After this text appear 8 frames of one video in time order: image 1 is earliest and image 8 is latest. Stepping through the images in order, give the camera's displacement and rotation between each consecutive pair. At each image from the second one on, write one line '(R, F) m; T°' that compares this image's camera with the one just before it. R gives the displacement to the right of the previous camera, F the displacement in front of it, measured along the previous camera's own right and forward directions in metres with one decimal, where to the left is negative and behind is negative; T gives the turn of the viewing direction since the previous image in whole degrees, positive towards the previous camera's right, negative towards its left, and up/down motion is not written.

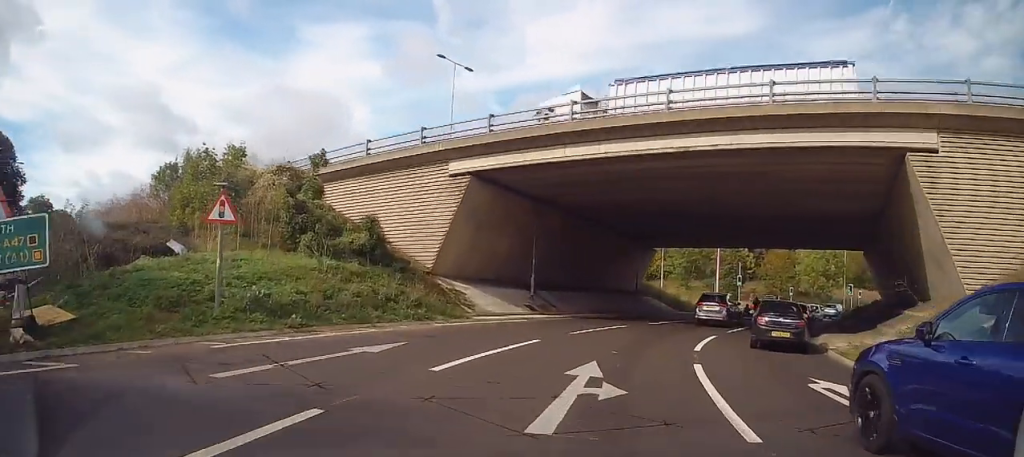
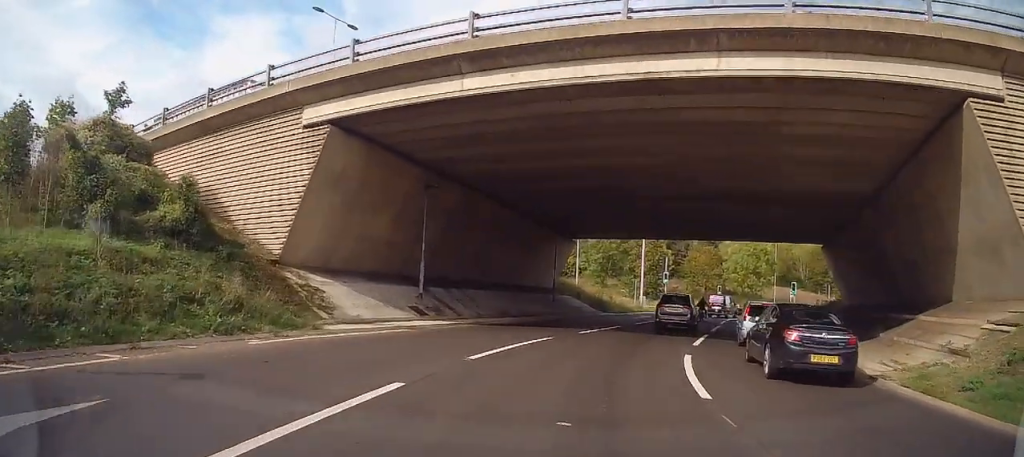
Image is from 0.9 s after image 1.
(+0.6, +6.6) m; +9°
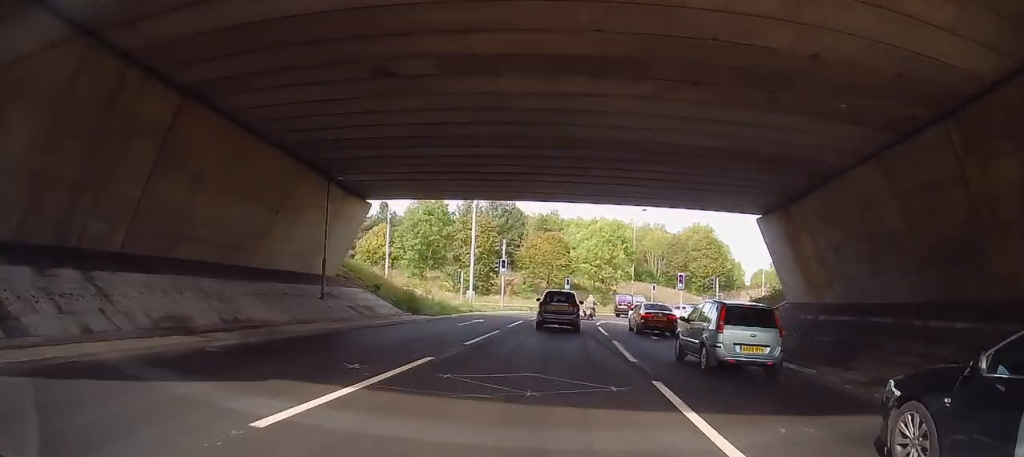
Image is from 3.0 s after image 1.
(+1.7, +14.0) m; +7°
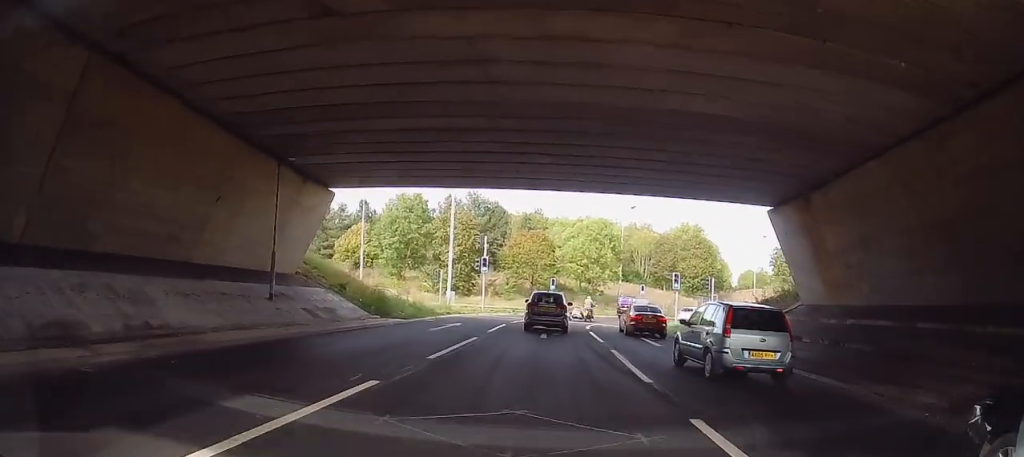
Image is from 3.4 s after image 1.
(+0.1, +2.8) m; -2°
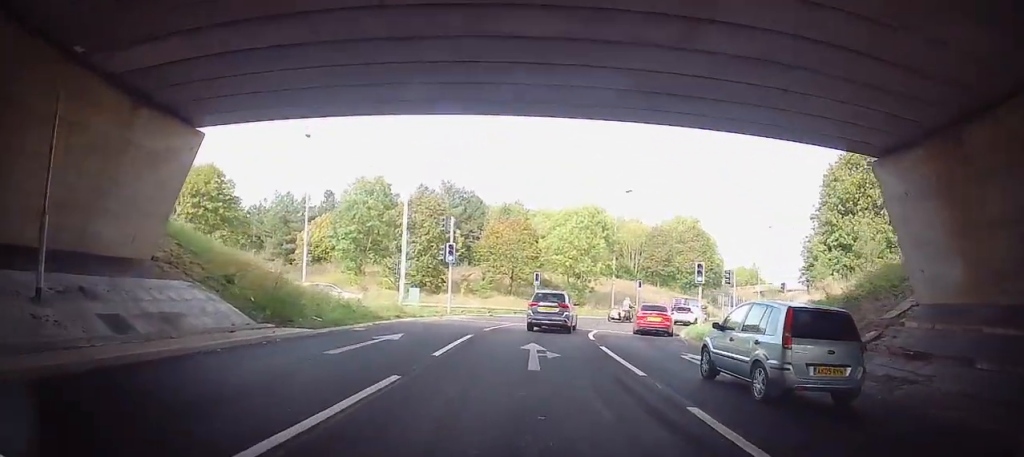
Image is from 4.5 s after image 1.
(-0.5, +7.9) m; +1°
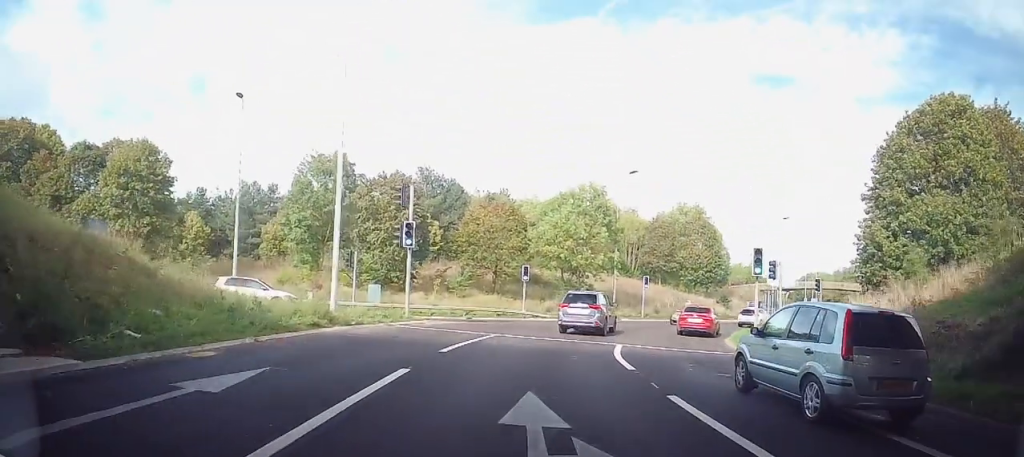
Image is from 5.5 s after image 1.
(+0.6, +7.3) m; +10°
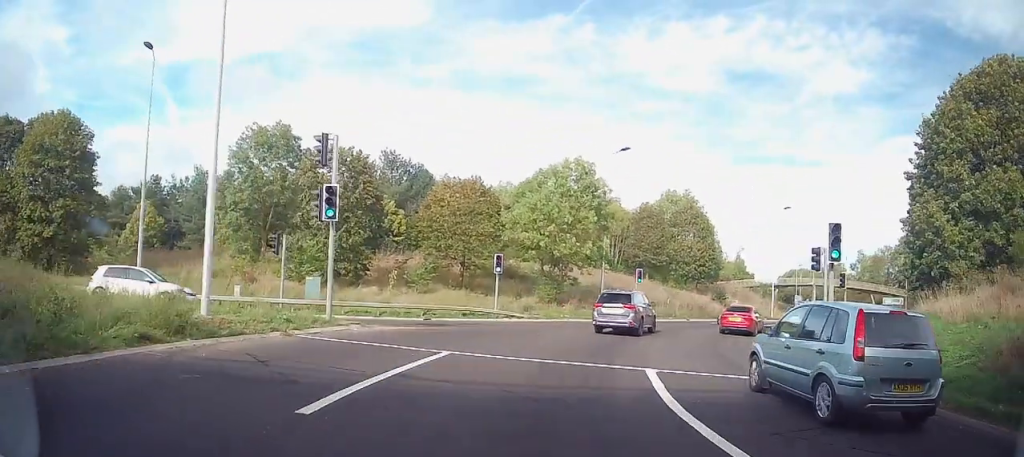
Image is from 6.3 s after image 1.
(+0.6, +5.9) m; +4°
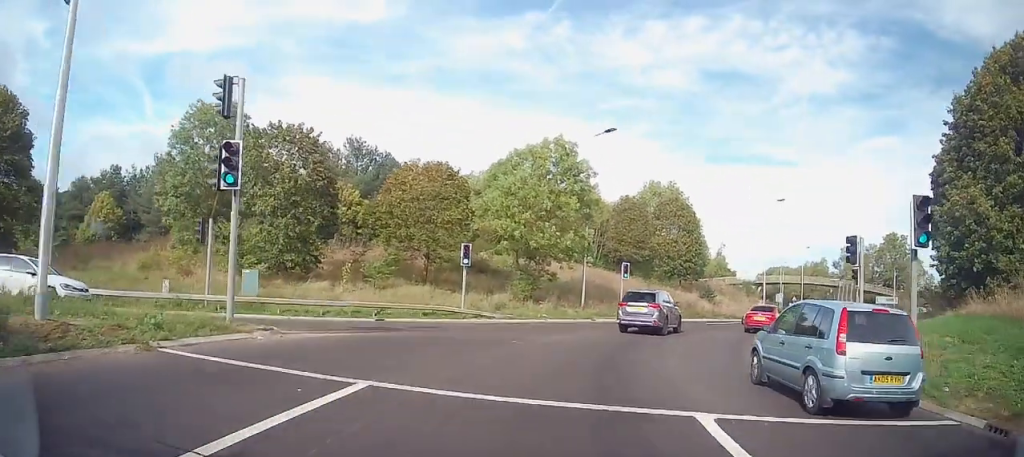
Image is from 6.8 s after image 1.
(+0.1, +4.0) m; +4°
